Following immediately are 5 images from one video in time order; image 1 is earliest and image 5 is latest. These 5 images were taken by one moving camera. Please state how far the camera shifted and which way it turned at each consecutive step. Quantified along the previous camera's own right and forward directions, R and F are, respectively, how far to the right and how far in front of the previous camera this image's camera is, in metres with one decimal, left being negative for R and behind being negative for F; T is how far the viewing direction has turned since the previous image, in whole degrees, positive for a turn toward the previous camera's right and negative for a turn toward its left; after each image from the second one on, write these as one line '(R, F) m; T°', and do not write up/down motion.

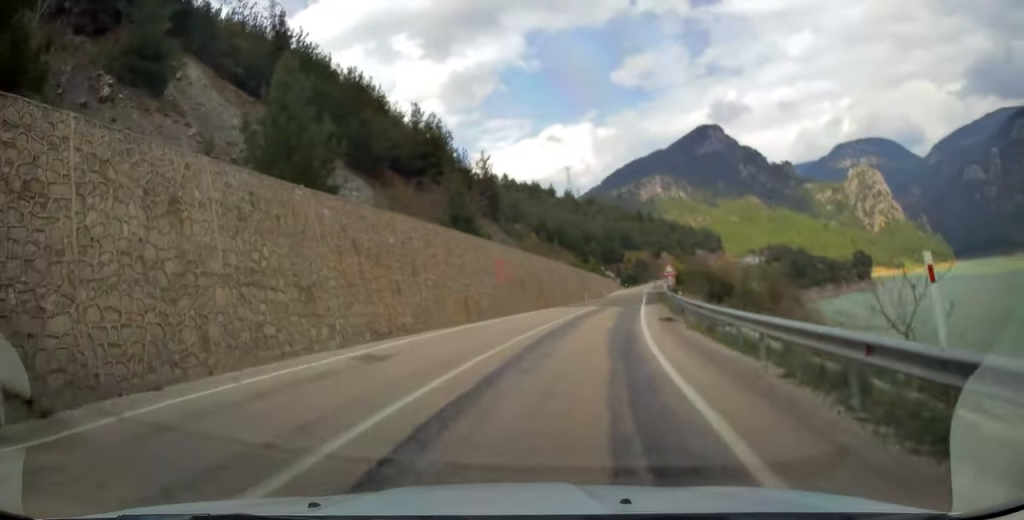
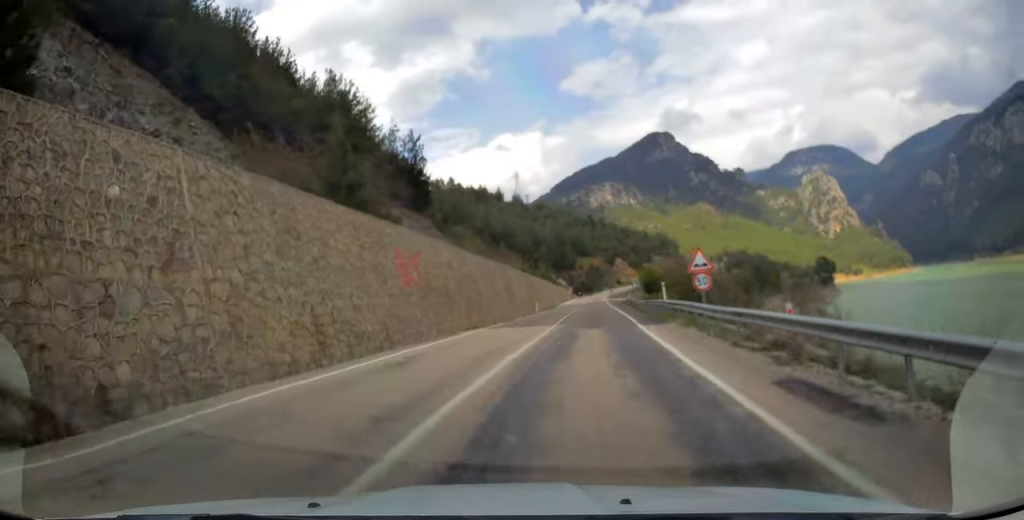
(+0.8, +16.9) m; +4°
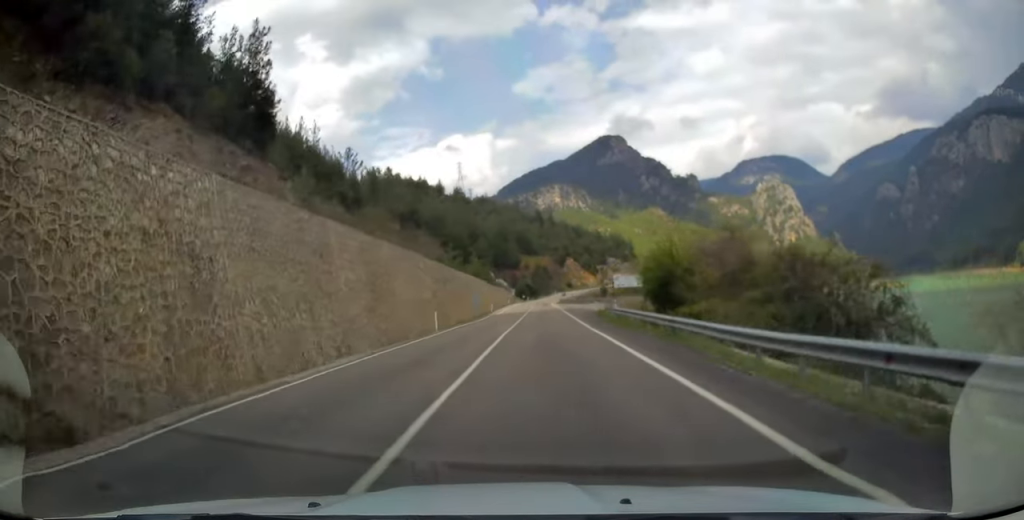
(+1.9, +31.9) m; +5°
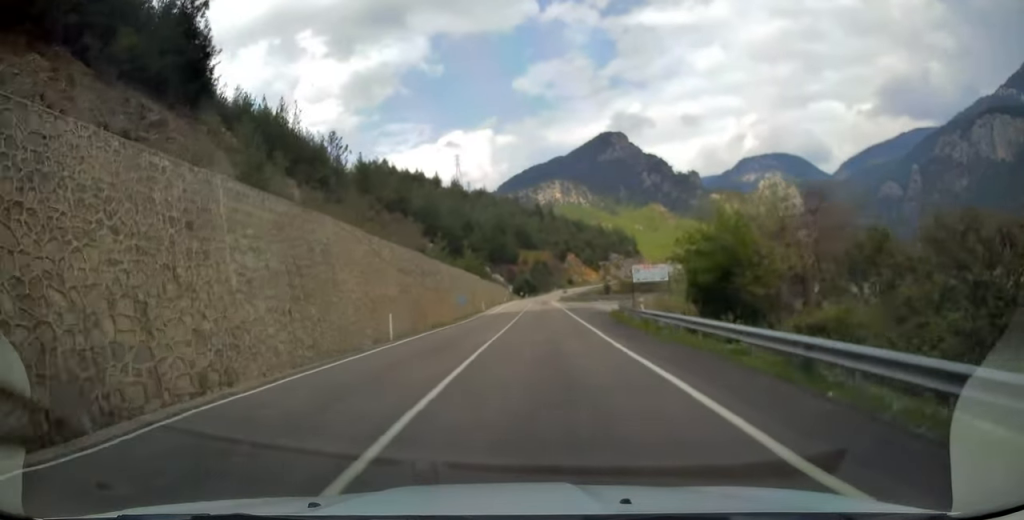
(+0.2, +9.7) m; +1°
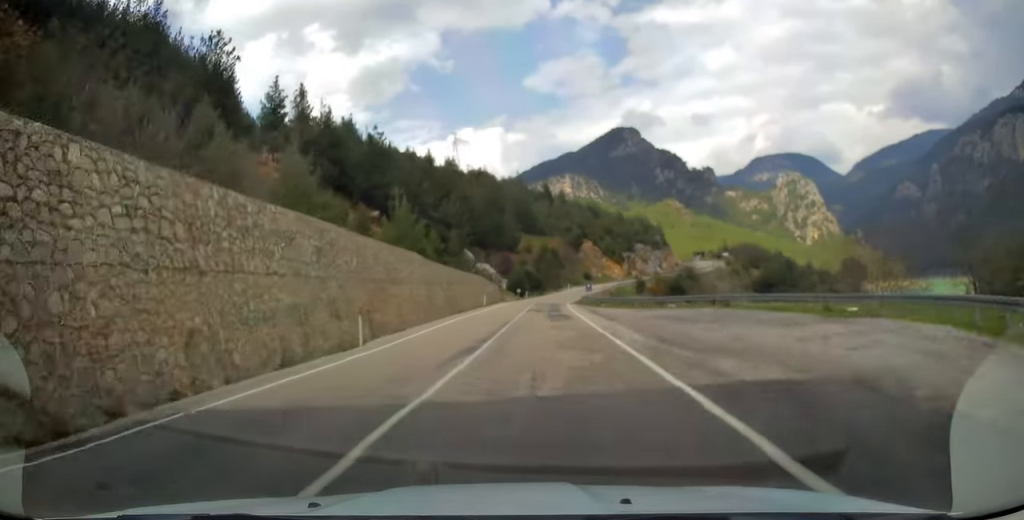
(0.0, +46.3) m; -1°
